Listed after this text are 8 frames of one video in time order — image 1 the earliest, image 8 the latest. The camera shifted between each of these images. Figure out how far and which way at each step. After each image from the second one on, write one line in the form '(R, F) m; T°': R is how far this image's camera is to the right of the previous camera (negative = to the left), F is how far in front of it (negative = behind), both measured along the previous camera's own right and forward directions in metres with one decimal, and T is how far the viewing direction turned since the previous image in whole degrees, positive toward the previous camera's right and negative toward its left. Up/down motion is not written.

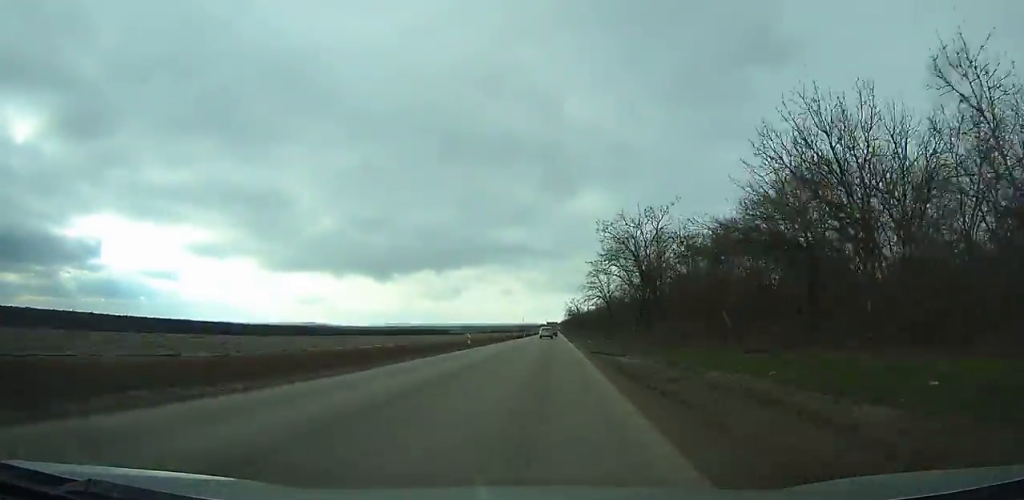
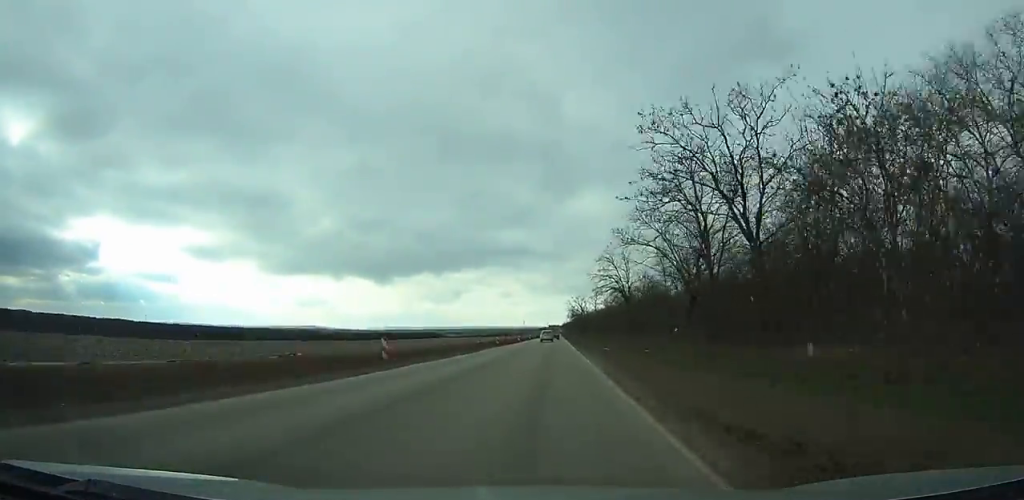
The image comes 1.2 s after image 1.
(0.0, +23.5) m; 0°
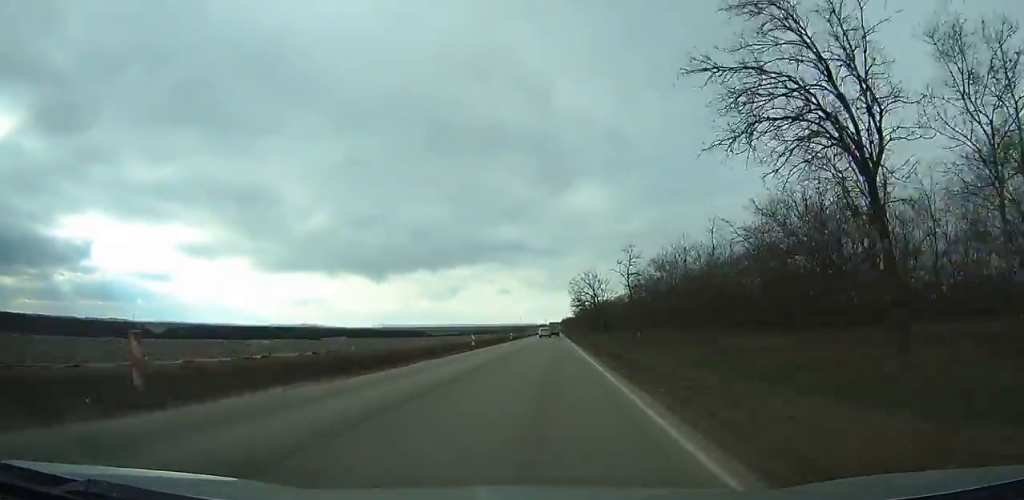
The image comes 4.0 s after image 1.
(+0.1, +55.7) m; 0°
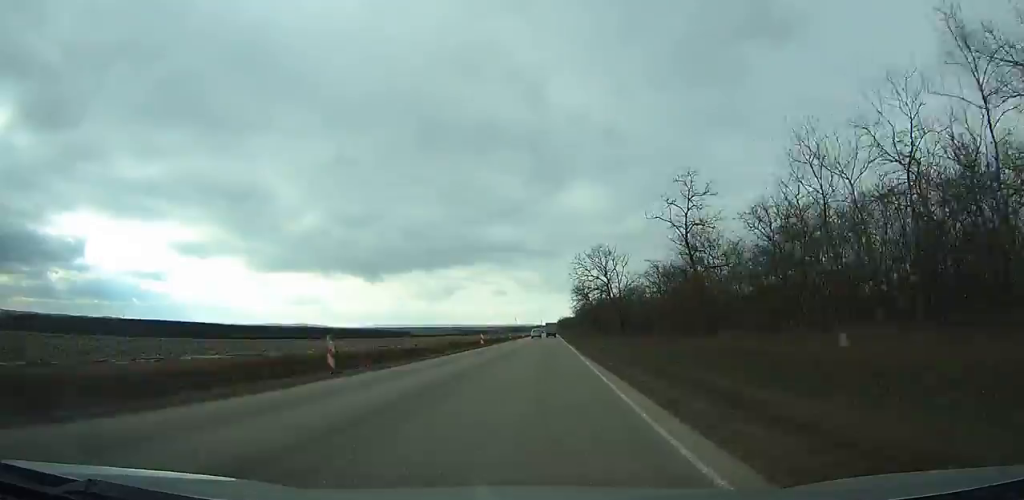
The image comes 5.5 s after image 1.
(0.0, +29.7) m; 0°
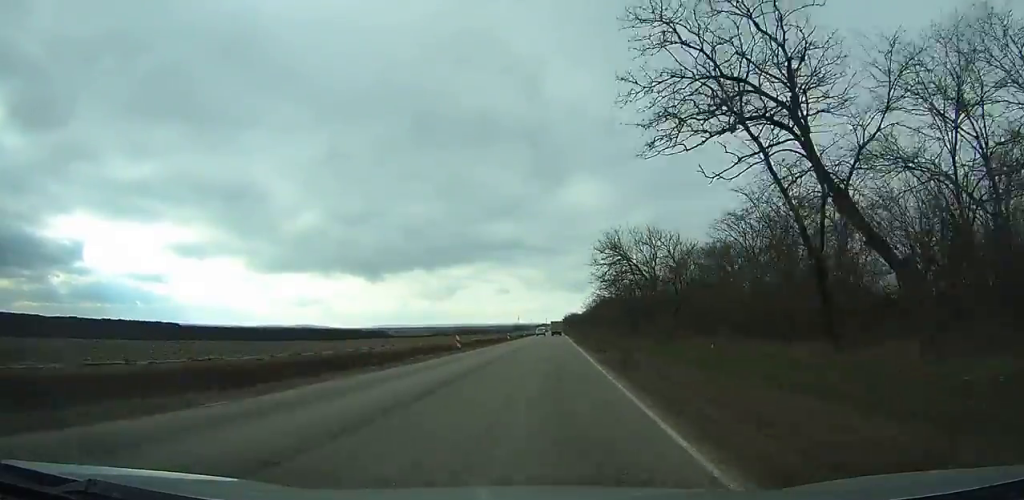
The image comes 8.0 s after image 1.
(0.0, +51.8) m; 0°
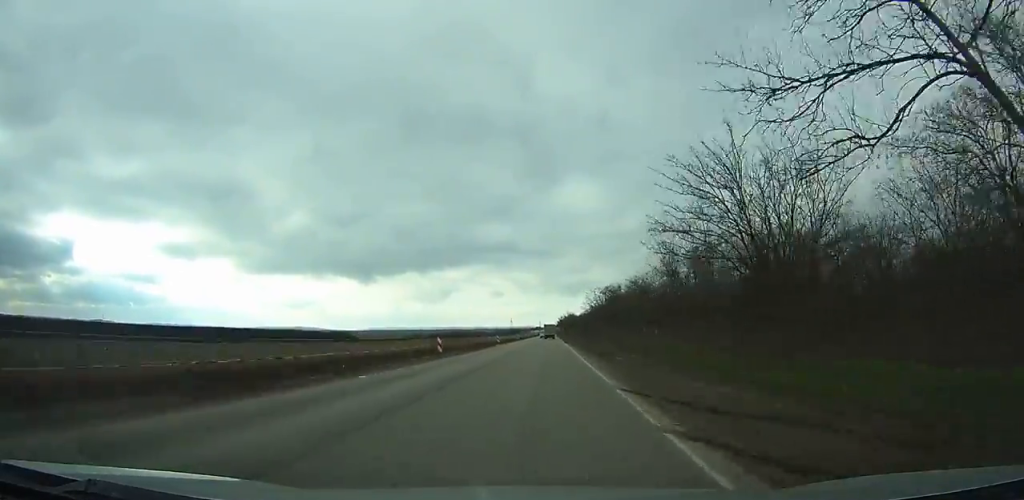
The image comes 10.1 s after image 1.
(+0.3, +44.2) m; 0°
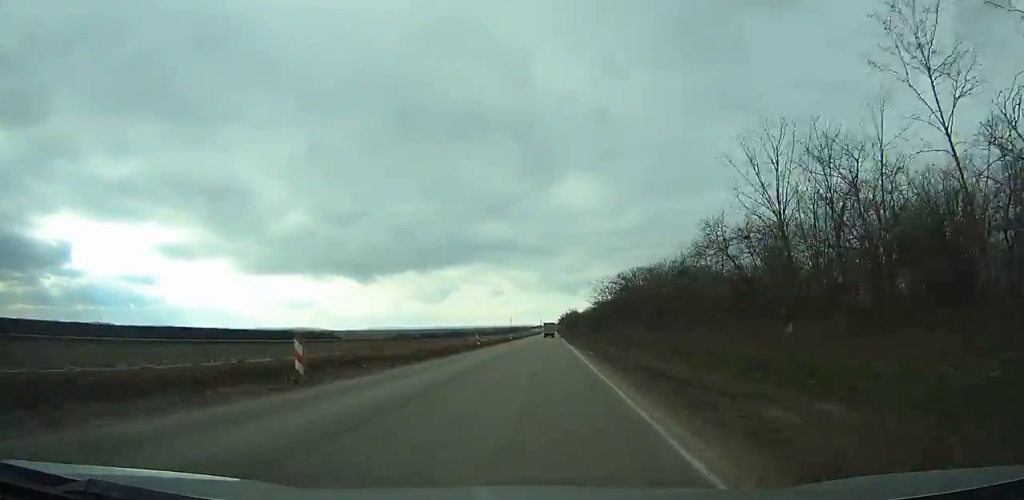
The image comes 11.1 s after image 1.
(+0.1, +19.5) m; 0°
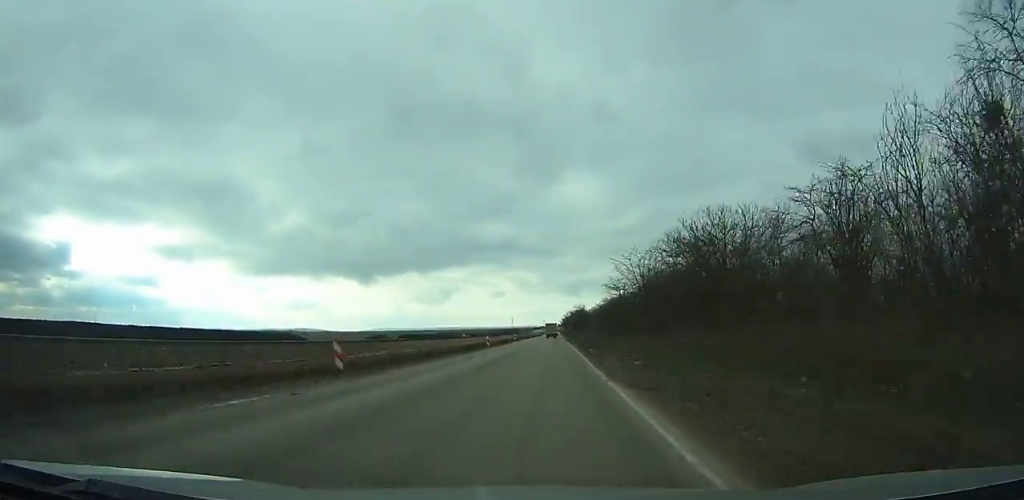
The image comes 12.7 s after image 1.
(-0.2, +35.1) m; 0°
